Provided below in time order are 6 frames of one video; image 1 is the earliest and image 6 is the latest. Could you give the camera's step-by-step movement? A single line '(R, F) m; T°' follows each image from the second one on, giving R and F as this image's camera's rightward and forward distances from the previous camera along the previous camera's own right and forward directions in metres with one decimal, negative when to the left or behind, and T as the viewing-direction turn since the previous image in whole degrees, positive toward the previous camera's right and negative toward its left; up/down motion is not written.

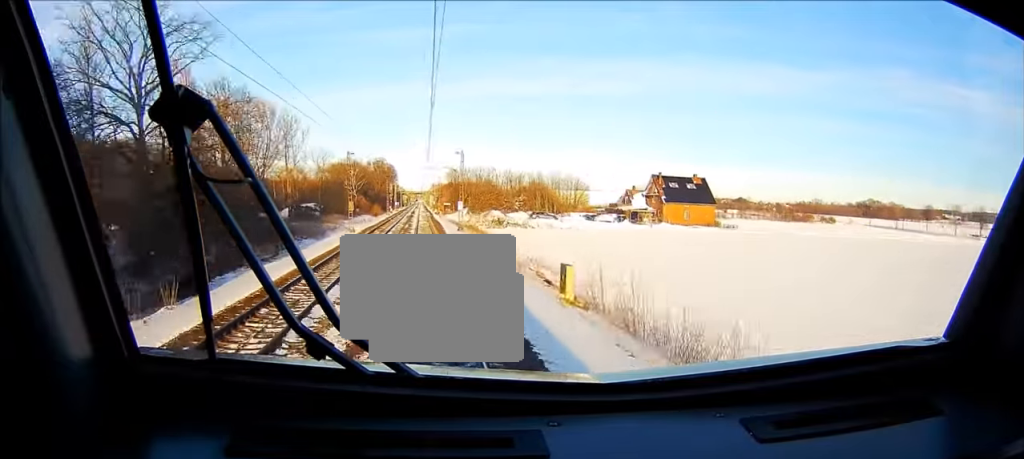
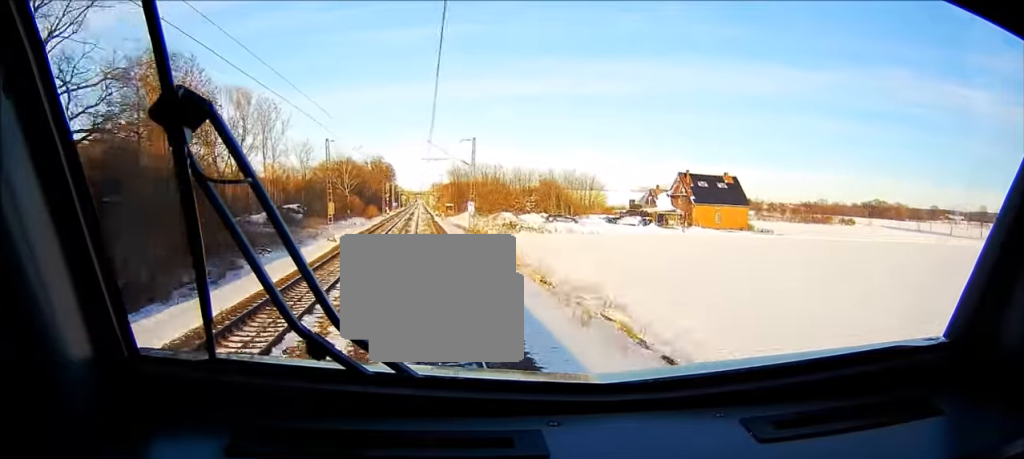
(0.0, +15.4) m; 0°
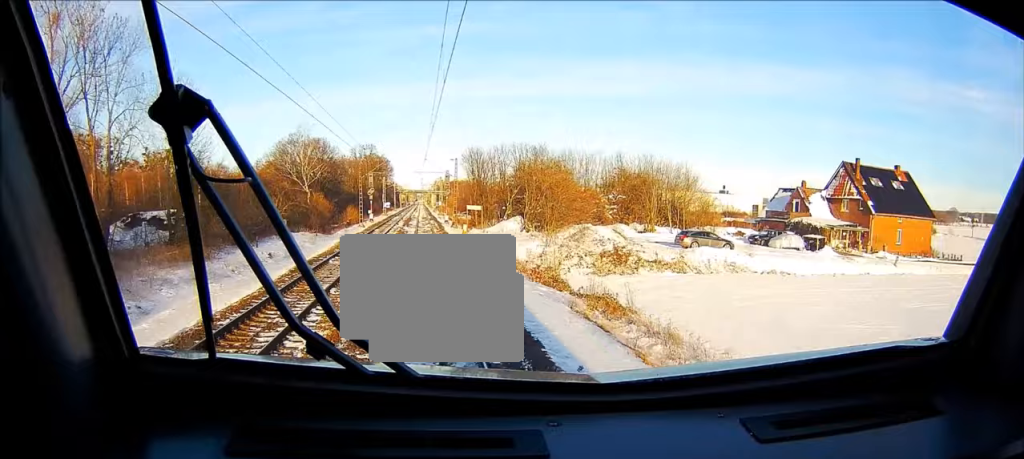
(0.0, +52.8) m; 0°
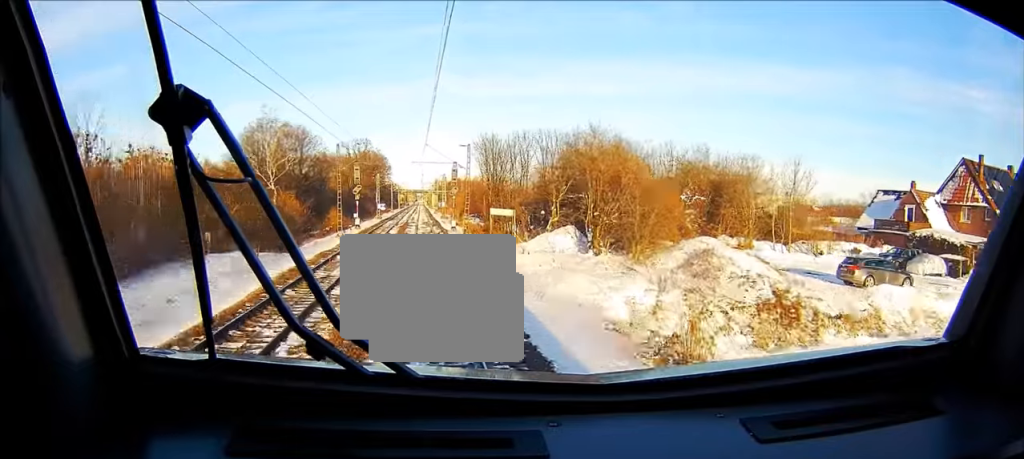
(0.0, +21.9) m; 0°
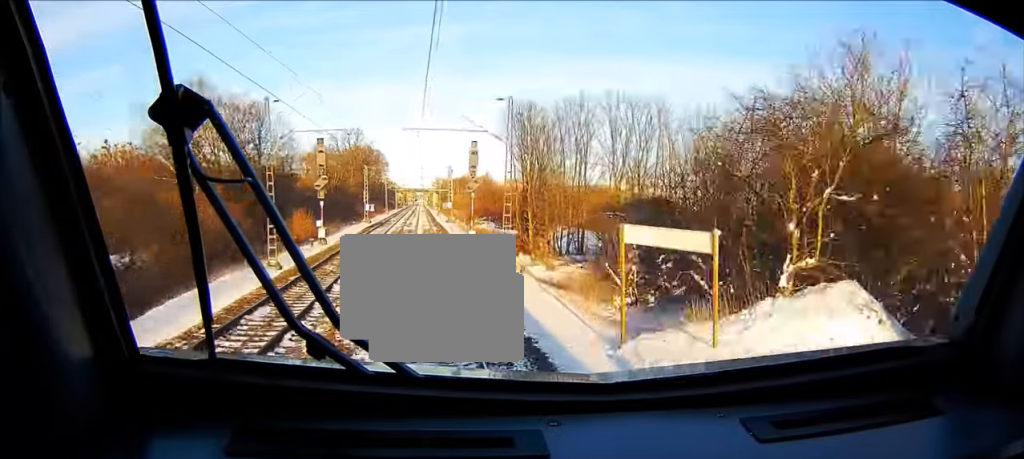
(0.0, +27.1) m; 0°
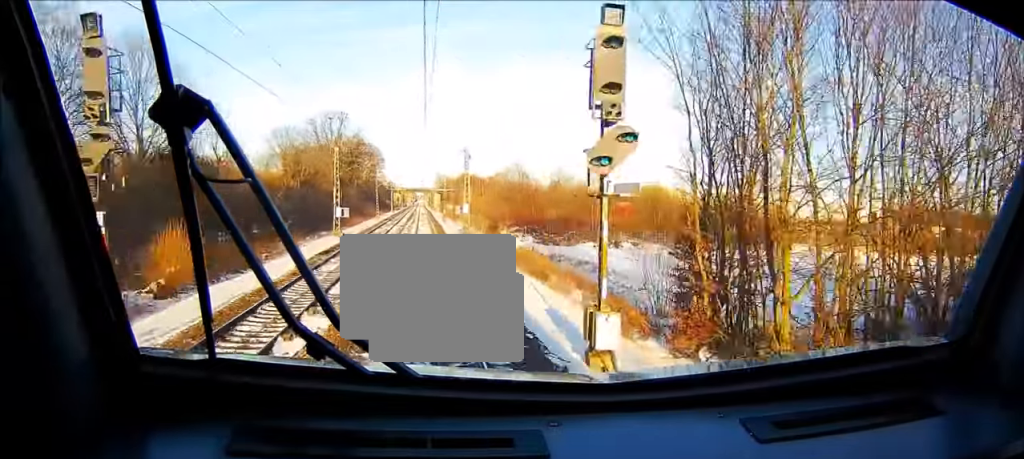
(0.0, +36.2) m; 0°
